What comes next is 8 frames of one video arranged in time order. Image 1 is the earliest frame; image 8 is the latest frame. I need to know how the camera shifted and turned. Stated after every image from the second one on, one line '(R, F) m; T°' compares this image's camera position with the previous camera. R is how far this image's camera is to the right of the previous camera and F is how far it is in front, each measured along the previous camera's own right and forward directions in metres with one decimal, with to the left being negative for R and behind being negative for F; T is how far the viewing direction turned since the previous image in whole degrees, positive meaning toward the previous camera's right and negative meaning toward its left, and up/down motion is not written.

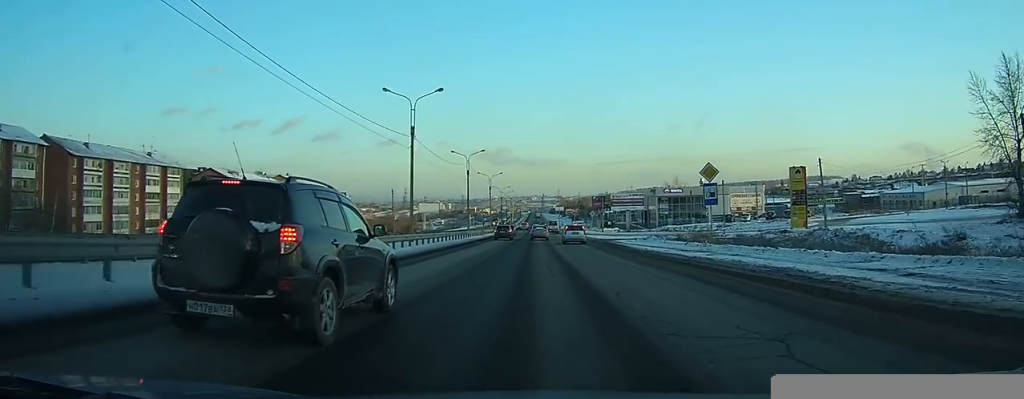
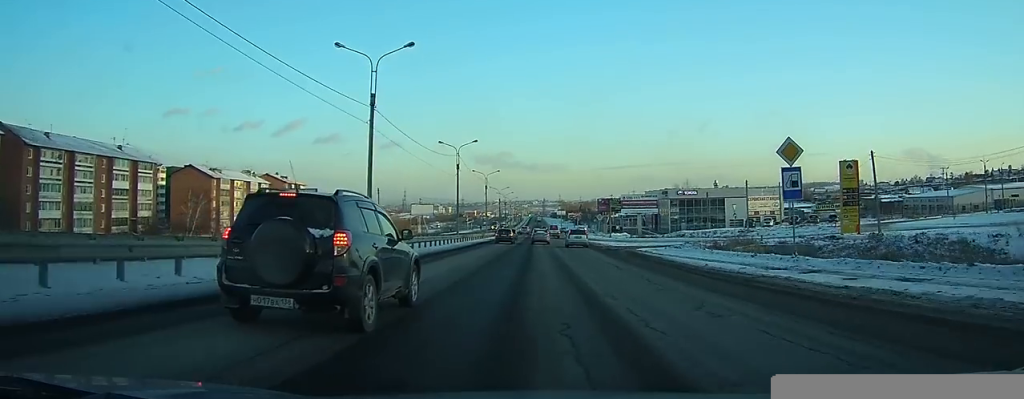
(0.0, +11.8) m; 0°
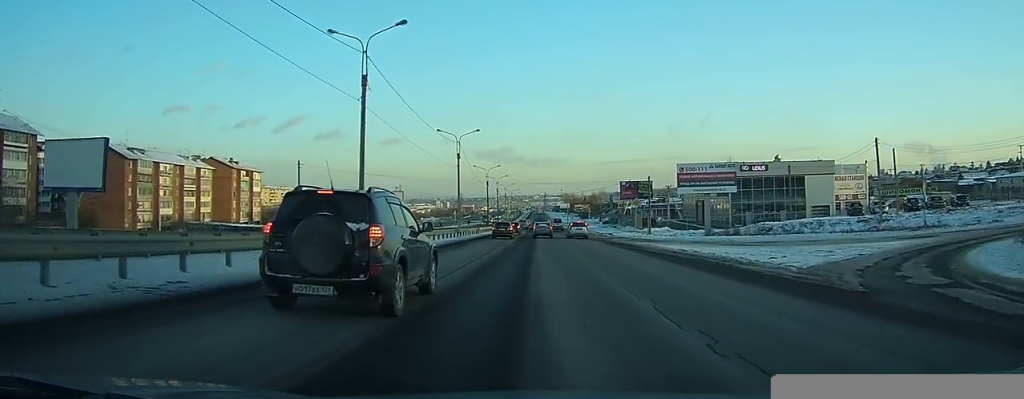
(-0.2, +38.8) m; 0°
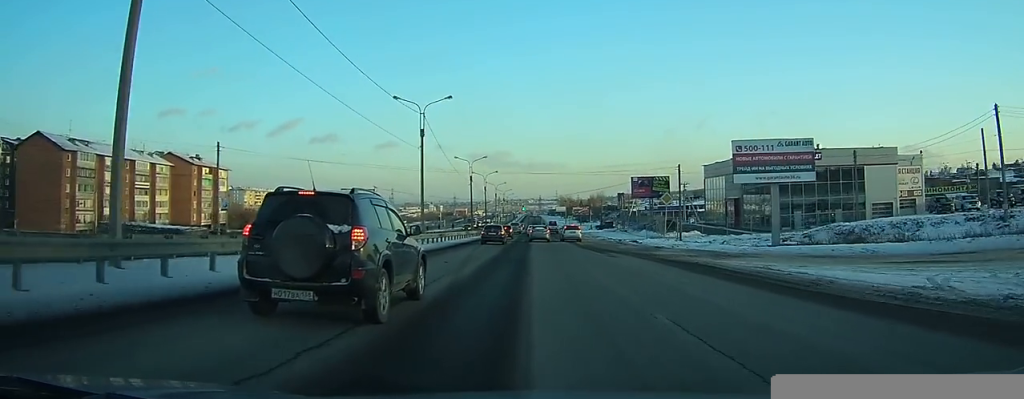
(-0.1, +20.1) m; 0°
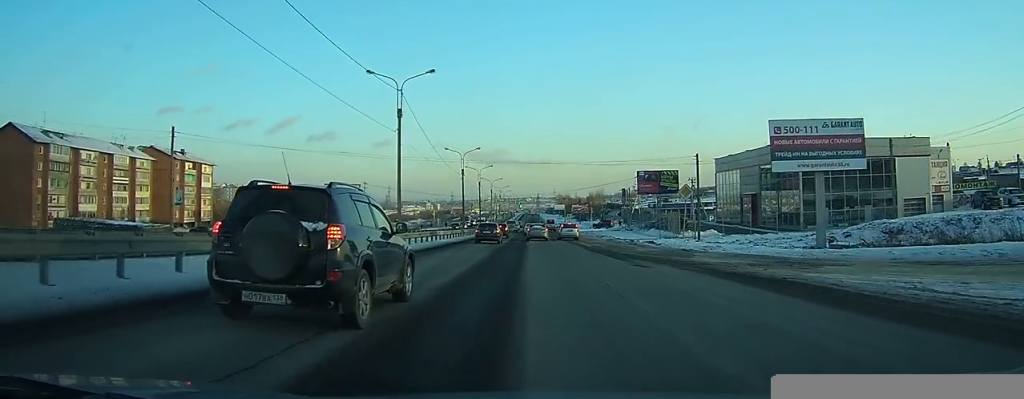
(0.0, +7.9) m; 0°
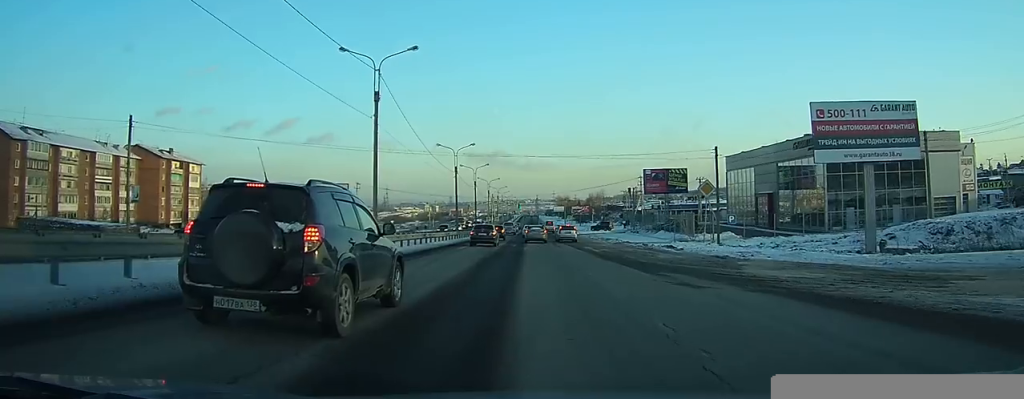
(0.0, +6.4) m; 0°
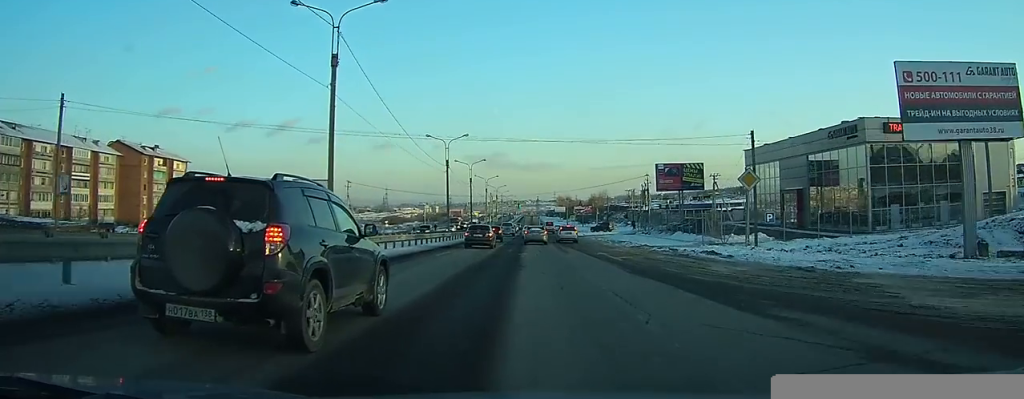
(+0.1, +8.4) m; 0°
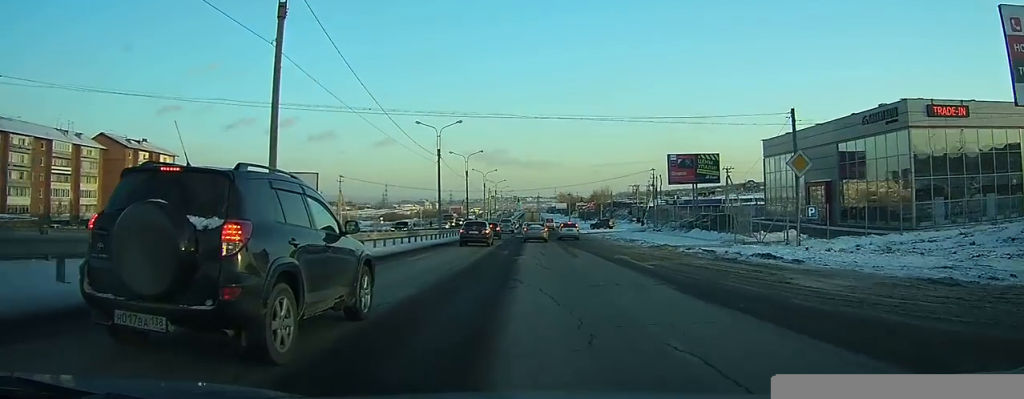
(0.0, +6.8) m; 0°
